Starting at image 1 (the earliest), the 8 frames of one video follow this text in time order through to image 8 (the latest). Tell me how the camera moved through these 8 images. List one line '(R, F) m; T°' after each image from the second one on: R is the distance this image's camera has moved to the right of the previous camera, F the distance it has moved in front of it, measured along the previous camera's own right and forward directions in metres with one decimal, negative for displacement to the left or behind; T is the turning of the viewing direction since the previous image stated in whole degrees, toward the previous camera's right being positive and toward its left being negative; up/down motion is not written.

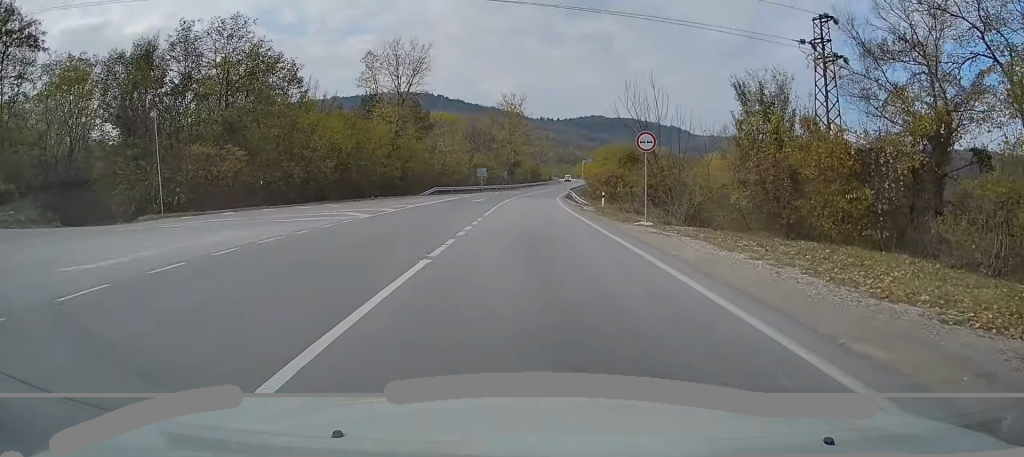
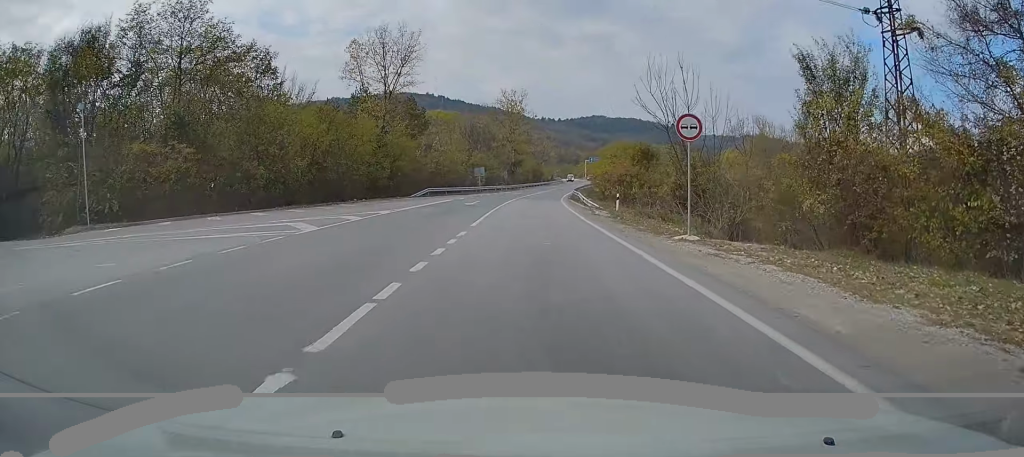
(+0.1, +5.9) m; -1°
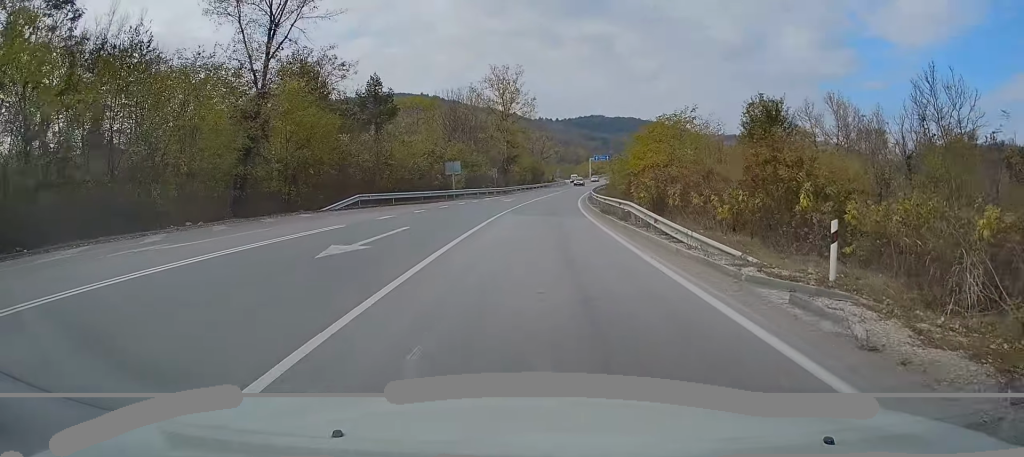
(-0.4, +24.5) m; +1°
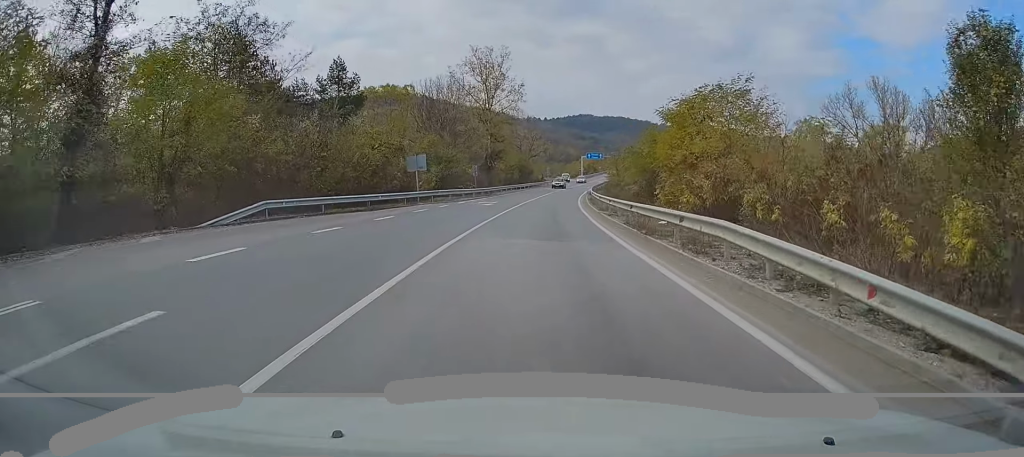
(+0.2, +11.7) m; +1°
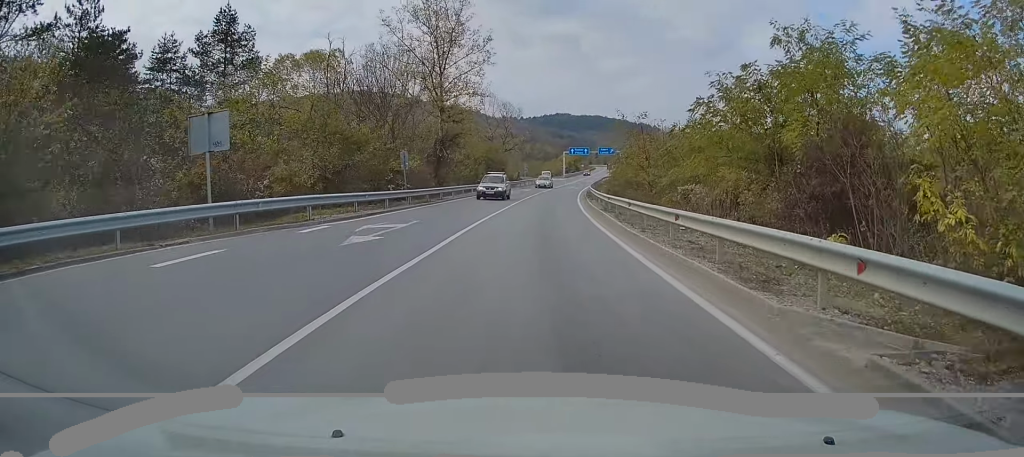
(+0.3, +23.9) m; +1°
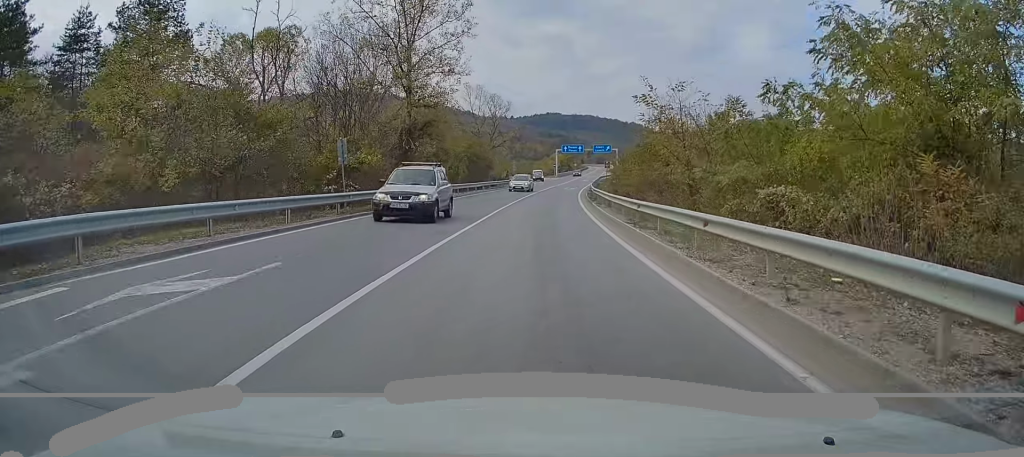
(-0.1, +10.4) m; +1°
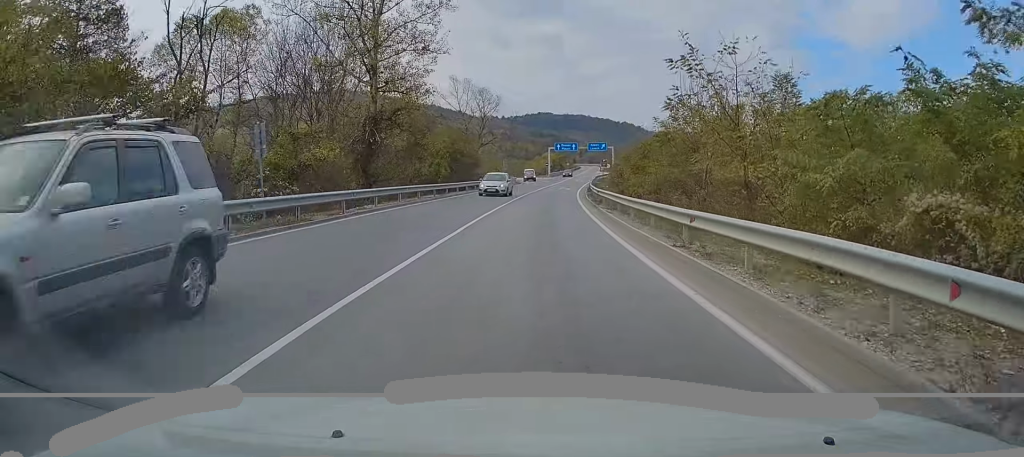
(0.0, +7.3) m; +1°
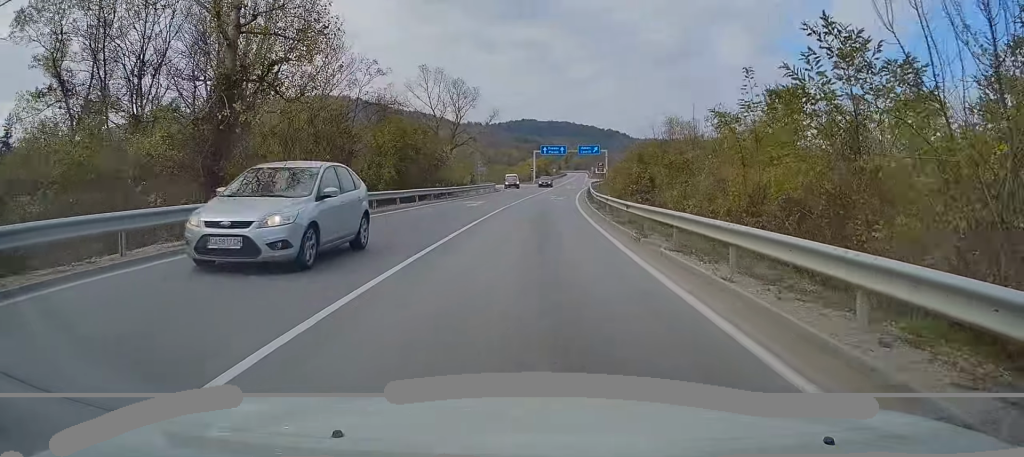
(+0.4, +15.8) m; +3°
